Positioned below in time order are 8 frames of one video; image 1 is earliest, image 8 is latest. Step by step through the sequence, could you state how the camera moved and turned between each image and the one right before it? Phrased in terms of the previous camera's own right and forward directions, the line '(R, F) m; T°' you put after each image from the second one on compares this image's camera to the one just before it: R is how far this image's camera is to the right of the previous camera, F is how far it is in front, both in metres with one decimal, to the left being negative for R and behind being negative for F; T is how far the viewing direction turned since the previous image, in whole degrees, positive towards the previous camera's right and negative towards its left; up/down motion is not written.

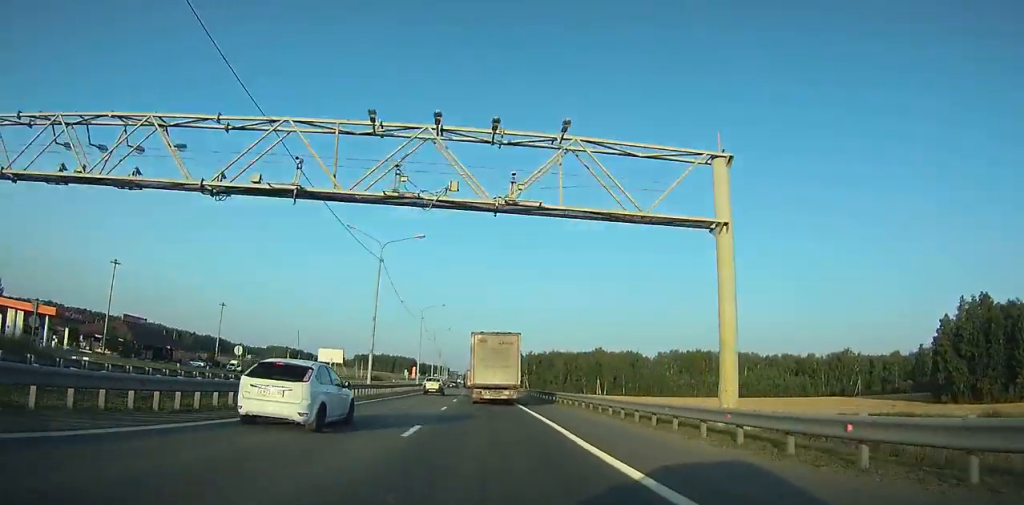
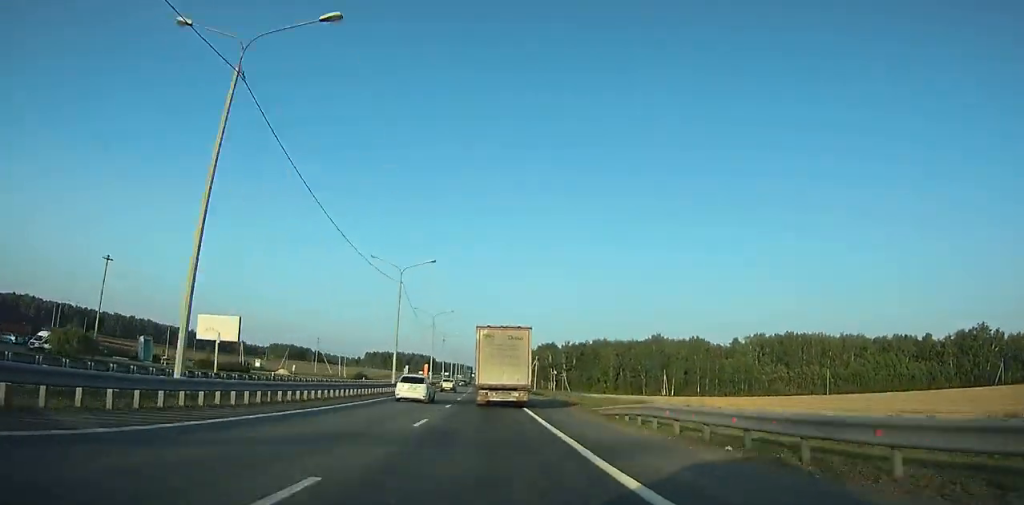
(-4.2, +67.1) m; -1°
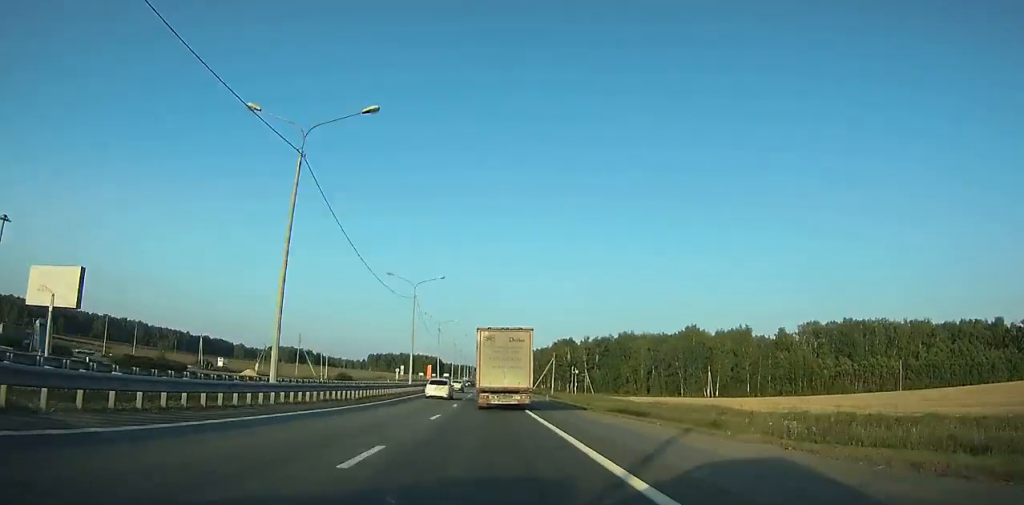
(-1.7, +32.1) m; +2°
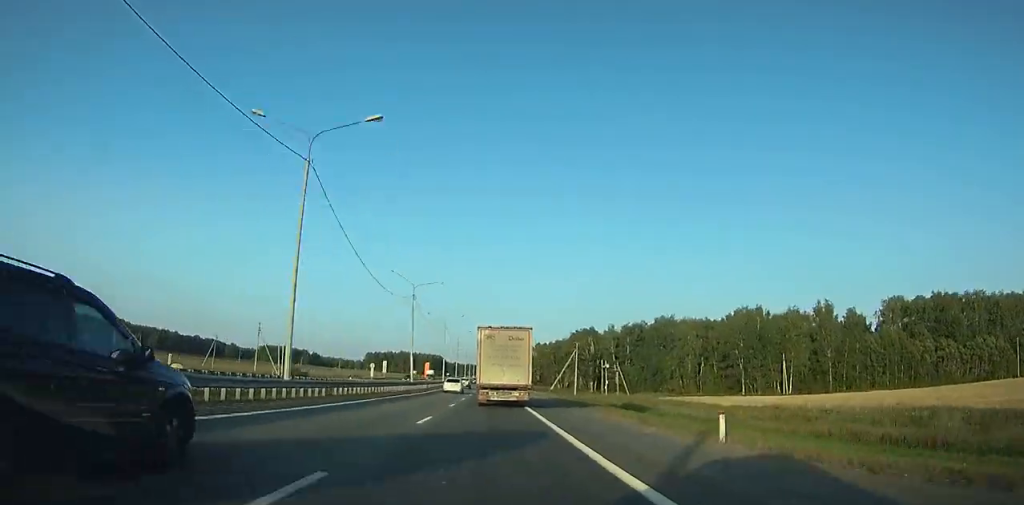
(+4.8, +40.1) m; +5°
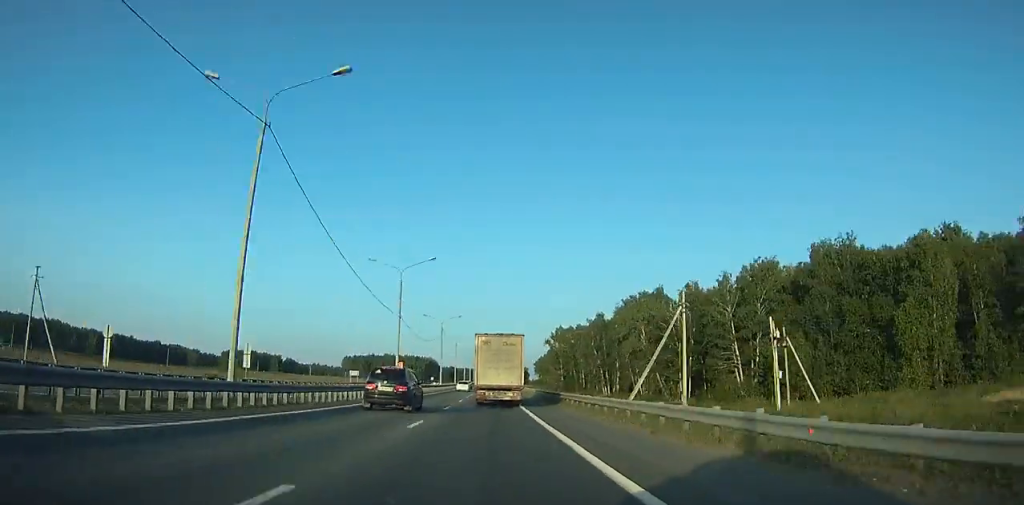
(+0.4, +84.5) m; -8°
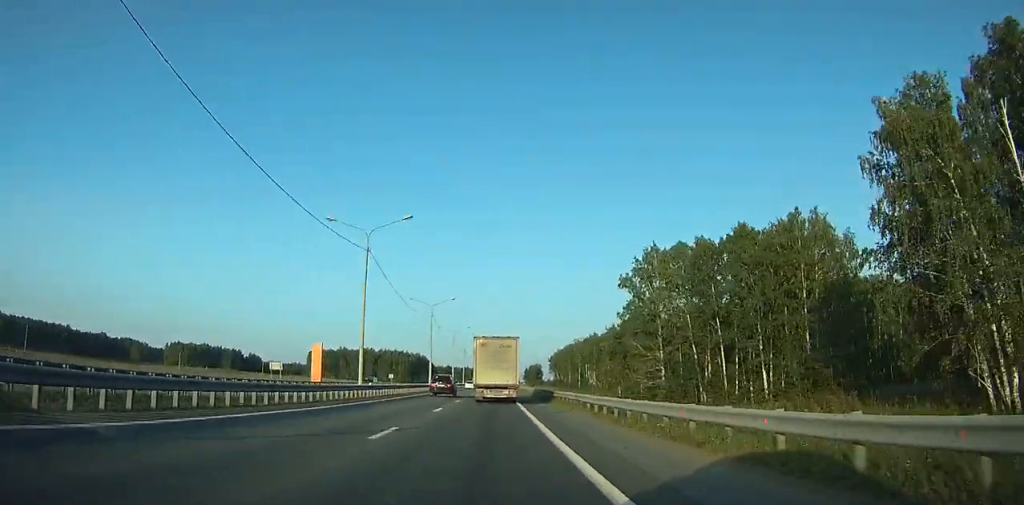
(-7.9, +98.8) m; -1°
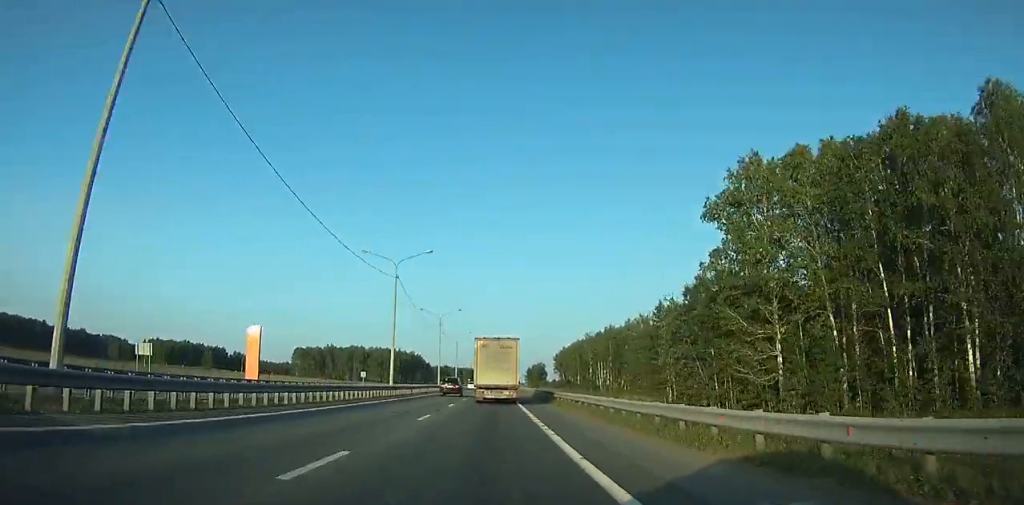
(+0.8, +28.2) m; +2°
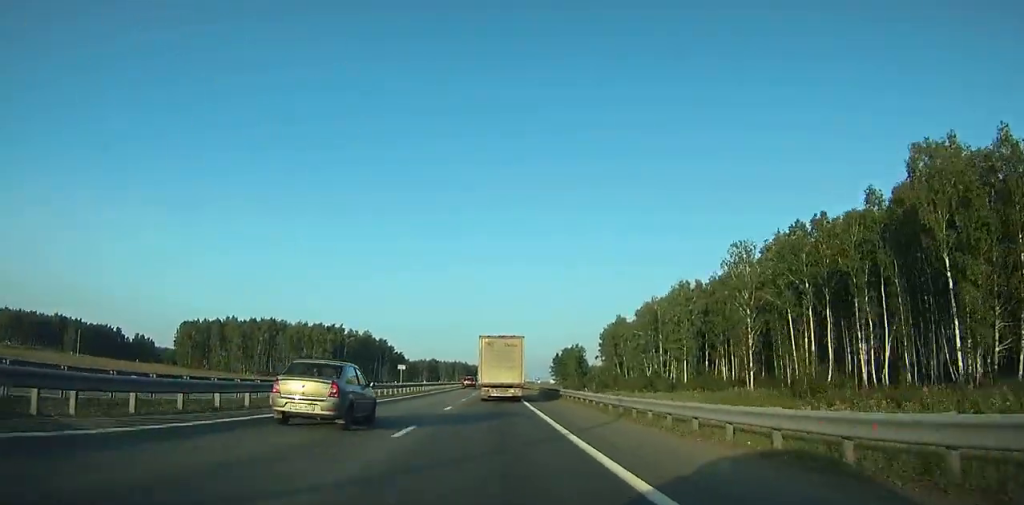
(+0.1, +137.8) m; 0°
